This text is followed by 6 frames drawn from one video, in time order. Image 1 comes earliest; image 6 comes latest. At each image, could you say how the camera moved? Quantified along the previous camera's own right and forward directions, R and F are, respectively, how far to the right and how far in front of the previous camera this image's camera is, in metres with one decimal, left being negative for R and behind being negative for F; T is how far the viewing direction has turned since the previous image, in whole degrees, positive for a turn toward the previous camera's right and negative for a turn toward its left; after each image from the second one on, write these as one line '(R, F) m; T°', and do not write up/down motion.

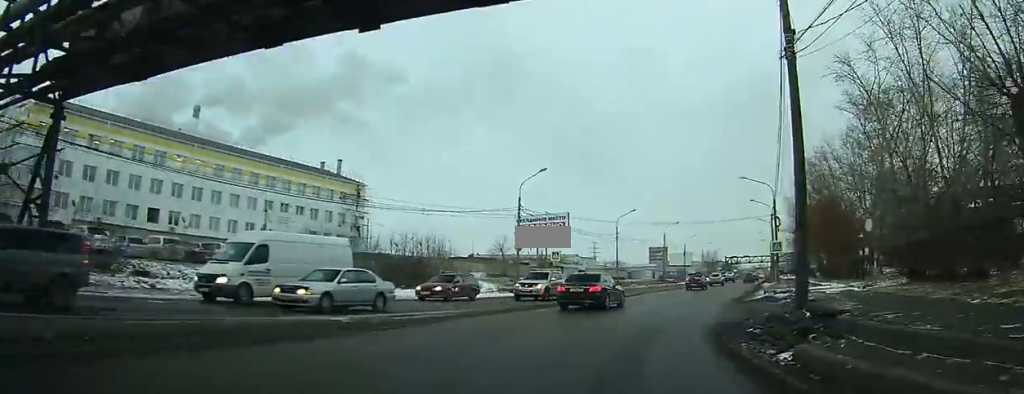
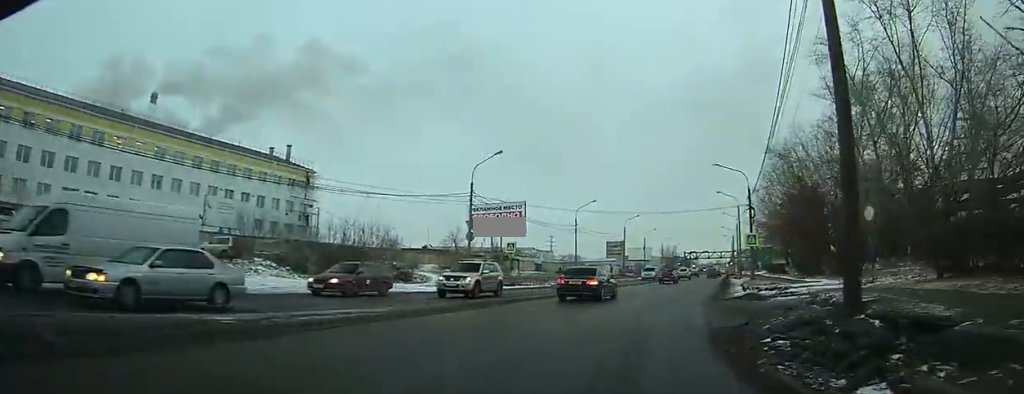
(+0.1, +3.7) m; +4°
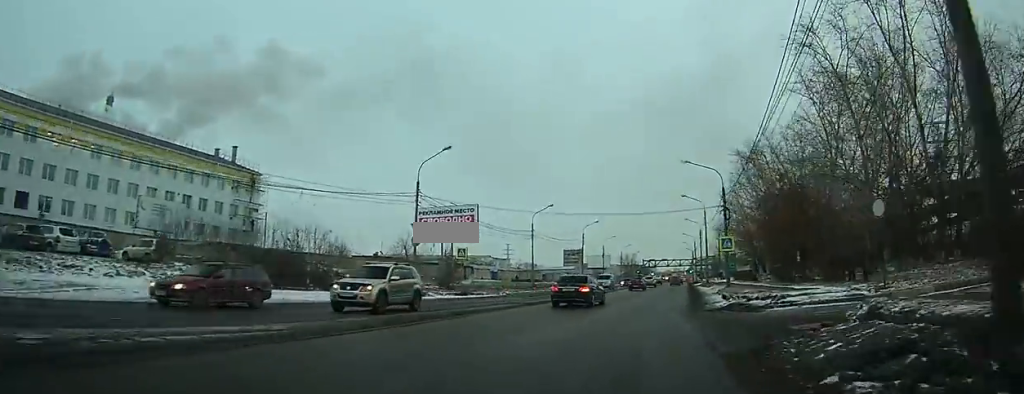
(+0.2, +4.0) m; +3°
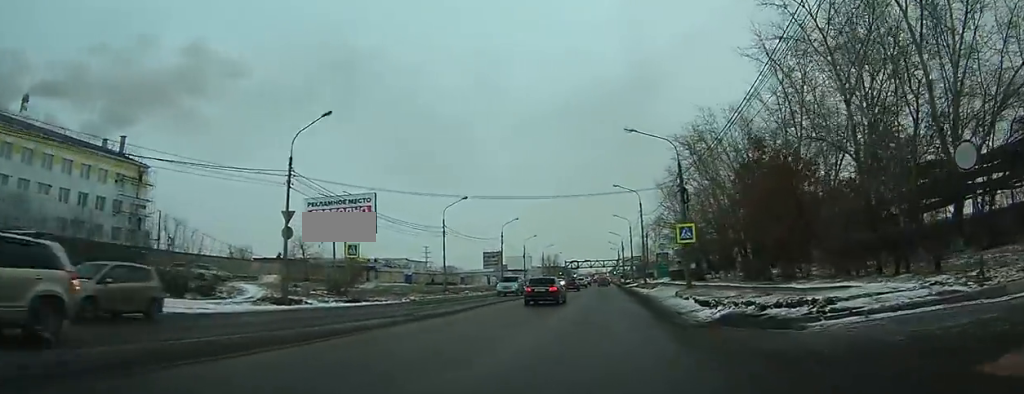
(+0.5, +8.6) m; +6°
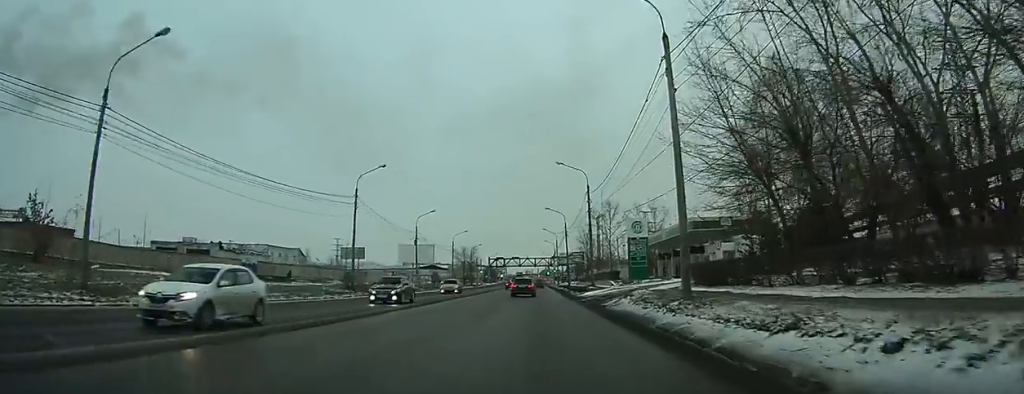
(+5.0, +43.3) m; +8°
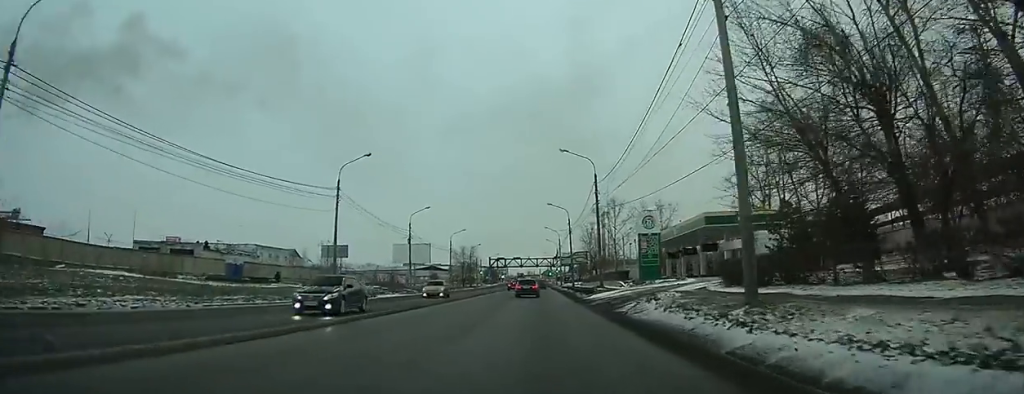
(0.0, +5.4) m; 0°
